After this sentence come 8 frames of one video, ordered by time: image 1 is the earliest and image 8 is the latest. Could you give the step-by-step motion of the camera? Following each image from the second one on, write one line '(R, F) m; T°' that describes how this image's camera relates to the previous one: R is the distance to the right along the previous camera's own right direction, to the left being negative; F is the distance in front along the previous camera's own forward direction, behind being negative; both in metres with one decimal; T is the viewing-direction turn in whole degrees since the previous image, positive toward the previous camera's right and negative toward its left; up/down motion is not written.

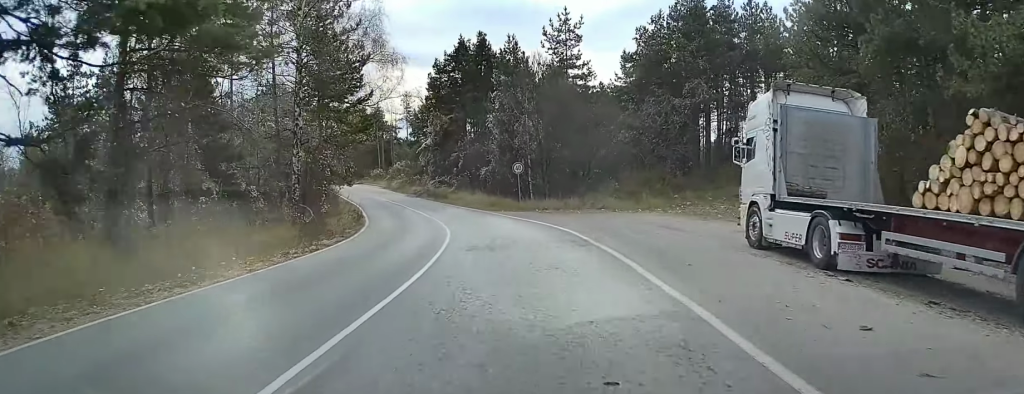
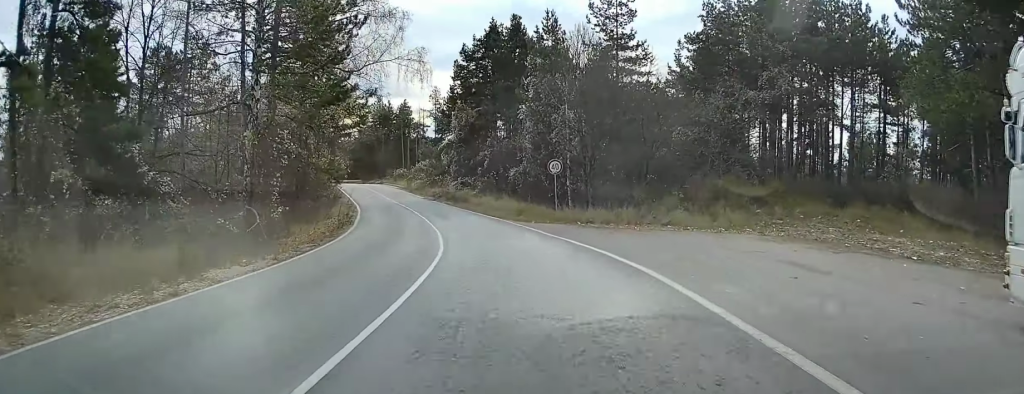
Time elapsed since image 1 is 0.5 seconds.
(-0.3, +9.5) m; -2°
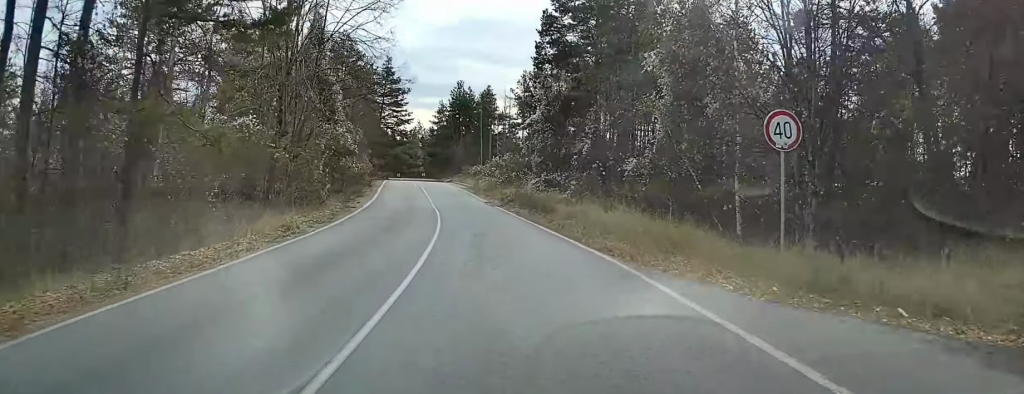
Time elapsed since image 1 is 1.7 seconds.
(-0.9, +20.7) m; -7°
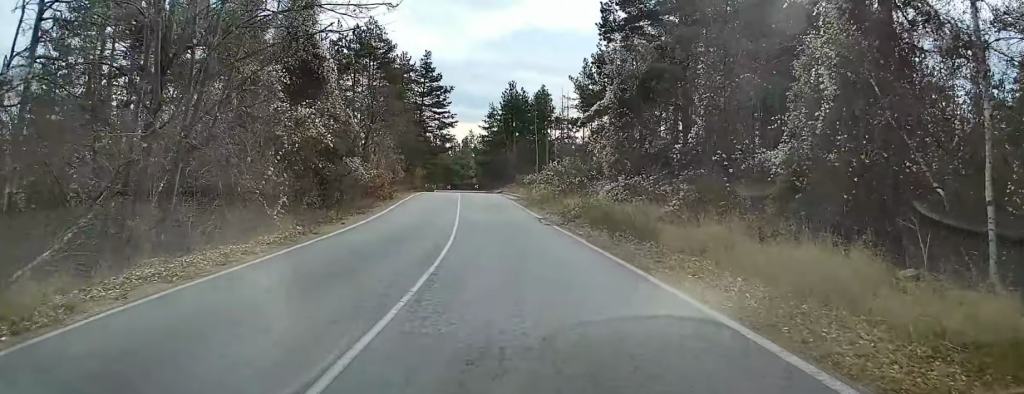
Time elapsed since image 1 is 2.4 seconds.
(-0.5, +11.4) m; -4°
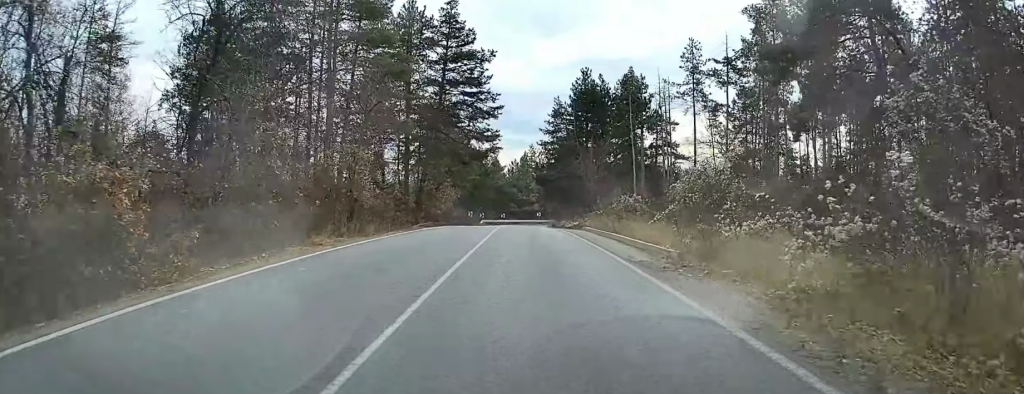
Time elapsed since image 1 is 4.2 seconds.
(-2.6, +30.7) m; -6°
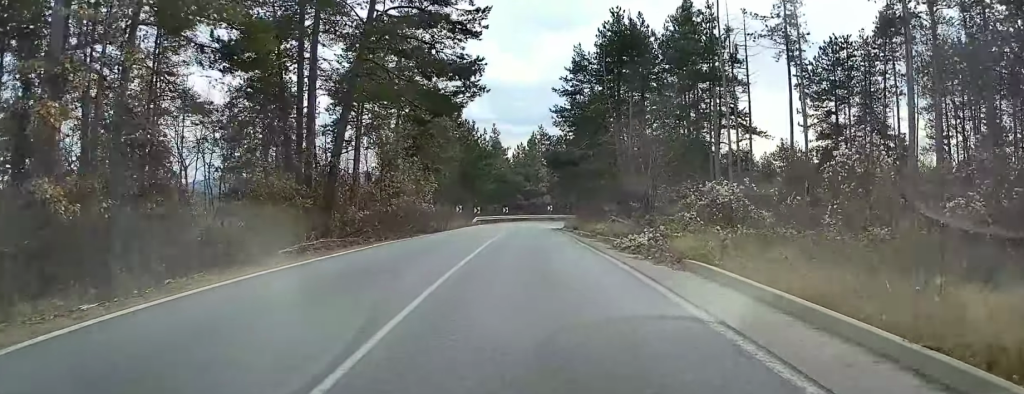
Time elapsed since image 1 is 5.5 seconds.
(0.0, +22.4) m; -1°
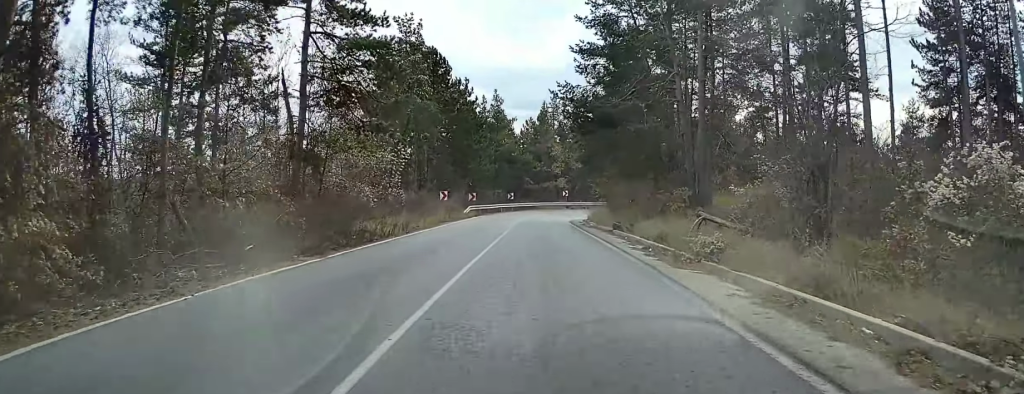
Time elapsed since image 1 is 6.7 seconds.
(-0.4, +17.7) m; -2°
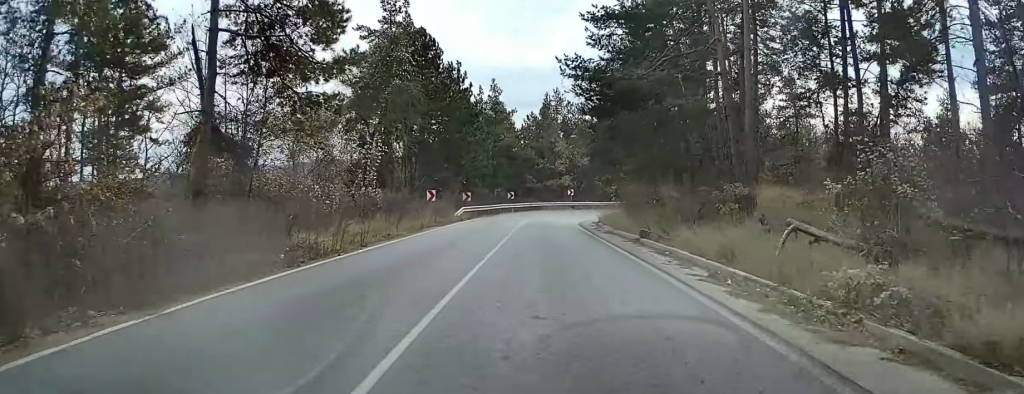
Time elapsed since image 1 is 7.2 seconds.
(-0.1, +6.6) m; 0°
